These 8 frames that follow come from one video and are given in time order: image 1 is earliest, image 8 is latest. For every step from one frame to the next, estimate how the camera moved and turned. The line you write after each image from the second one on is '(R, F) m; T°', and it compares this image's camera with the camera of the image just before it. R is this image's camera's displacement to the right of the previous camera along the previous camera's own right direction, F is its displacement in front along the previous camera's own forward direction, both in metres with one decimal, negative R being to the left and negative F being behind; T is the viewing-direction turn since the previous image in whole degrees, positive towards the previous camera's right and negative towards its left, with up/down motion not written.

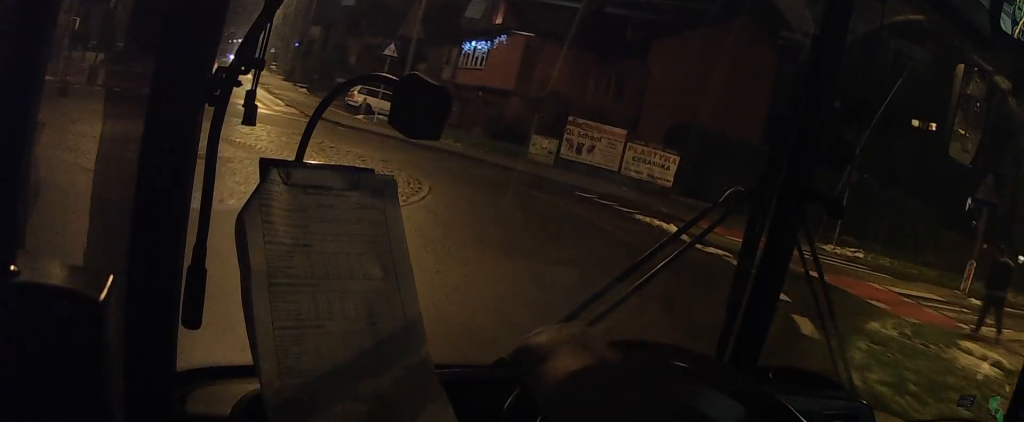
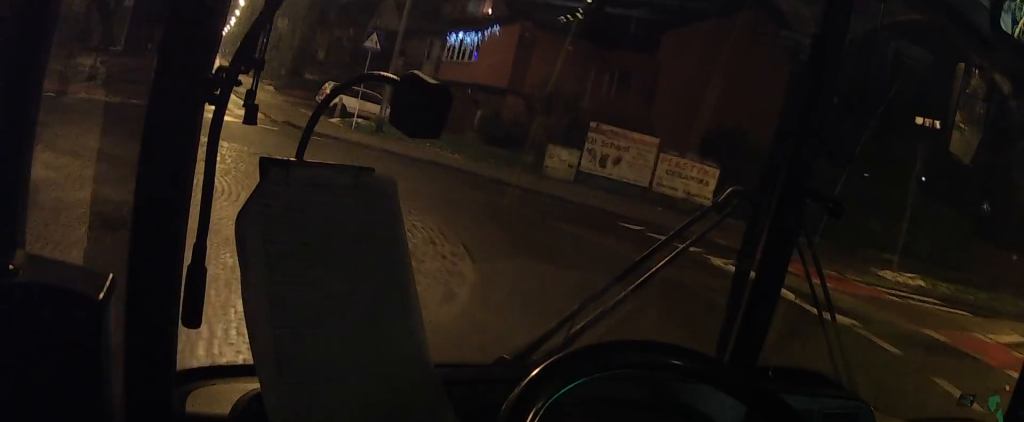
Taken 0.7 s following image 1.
(+0.3, +3.8) m; +5°
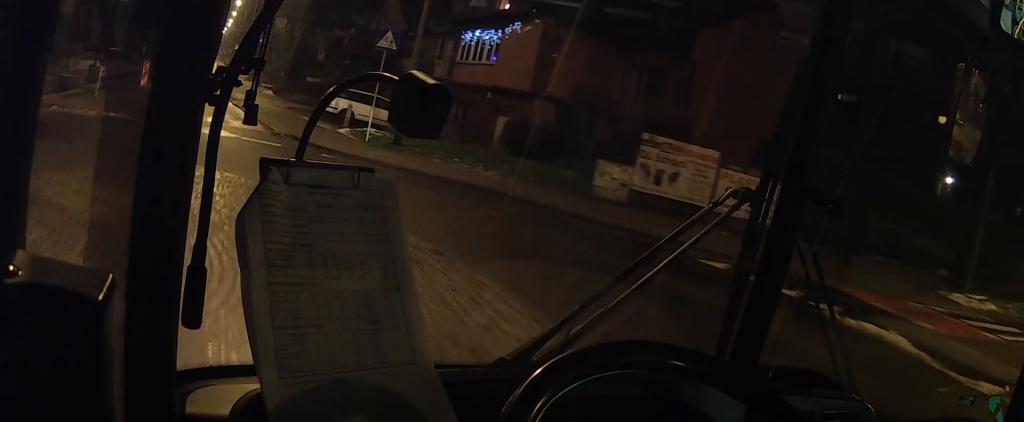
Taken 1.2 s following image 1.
(0.0, +2.7) m; 0°
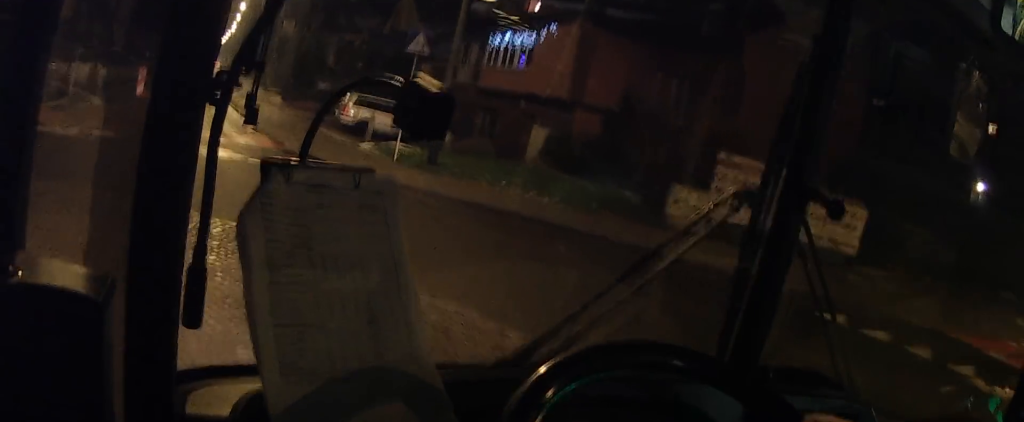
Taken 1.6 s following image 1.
(0.0, +2.5) m; 0°
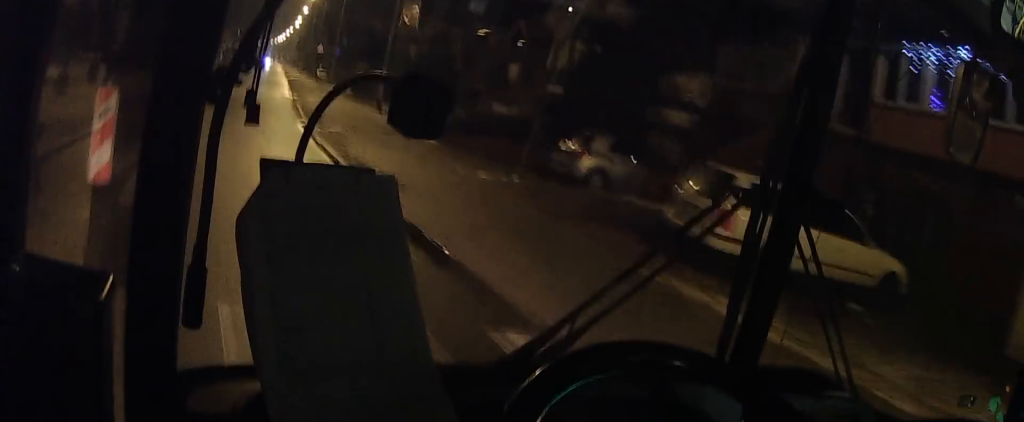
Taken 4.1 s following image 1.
(0.0, +17.2) m; 0°
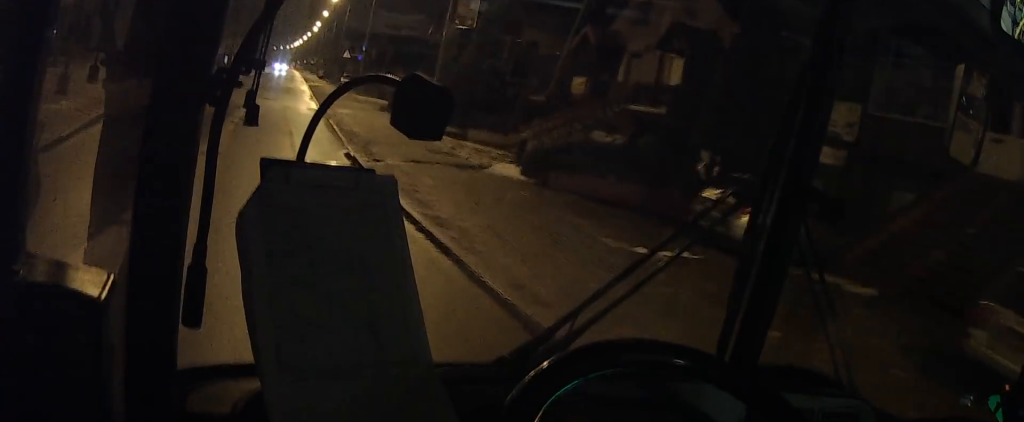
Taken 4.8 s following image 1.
(0.0, +5.1) m; 0°
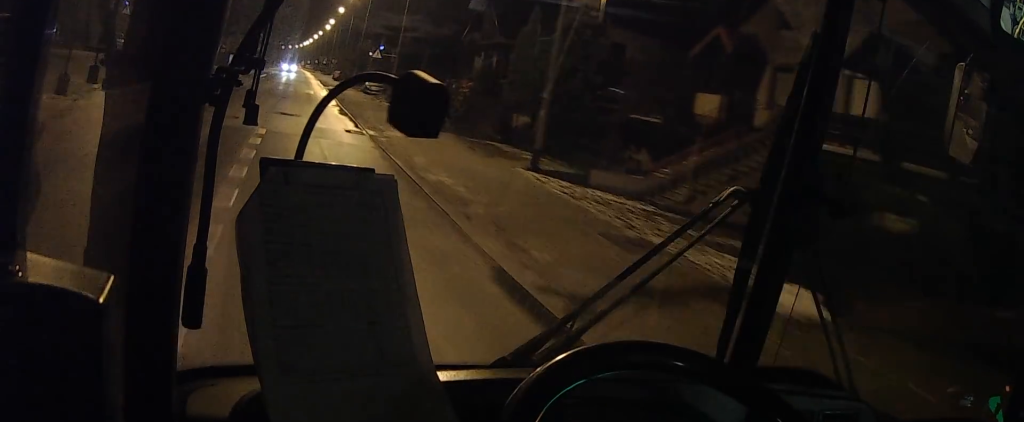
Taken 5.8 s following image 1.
(-0.1, +8.2) m; -3°
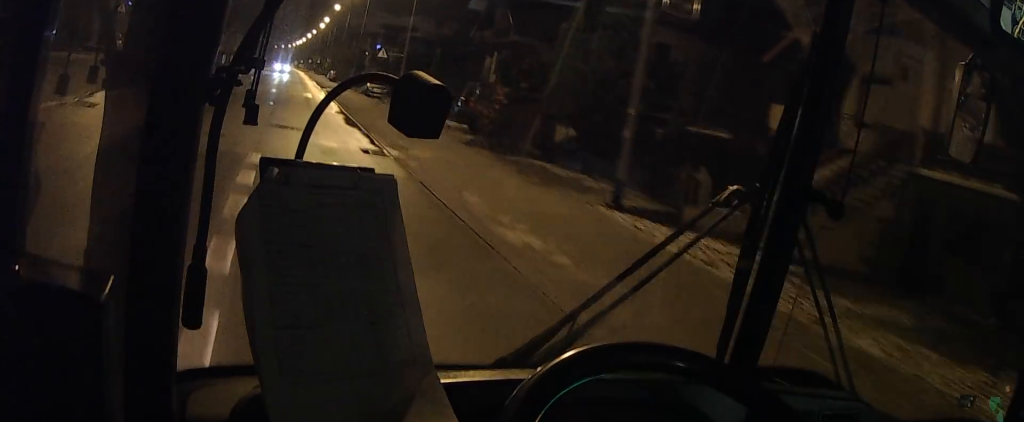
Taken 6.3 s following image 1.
(-0.1, +4.1) m; -1°
